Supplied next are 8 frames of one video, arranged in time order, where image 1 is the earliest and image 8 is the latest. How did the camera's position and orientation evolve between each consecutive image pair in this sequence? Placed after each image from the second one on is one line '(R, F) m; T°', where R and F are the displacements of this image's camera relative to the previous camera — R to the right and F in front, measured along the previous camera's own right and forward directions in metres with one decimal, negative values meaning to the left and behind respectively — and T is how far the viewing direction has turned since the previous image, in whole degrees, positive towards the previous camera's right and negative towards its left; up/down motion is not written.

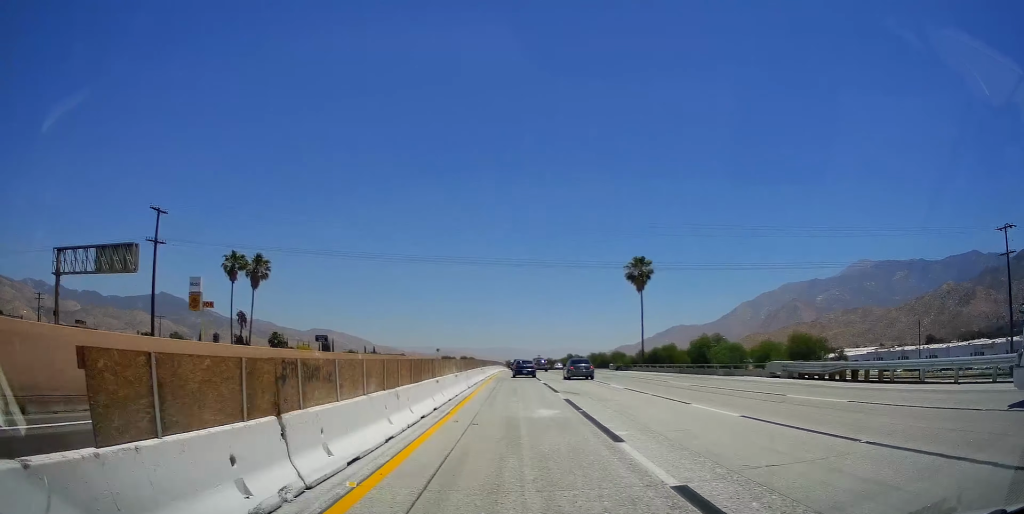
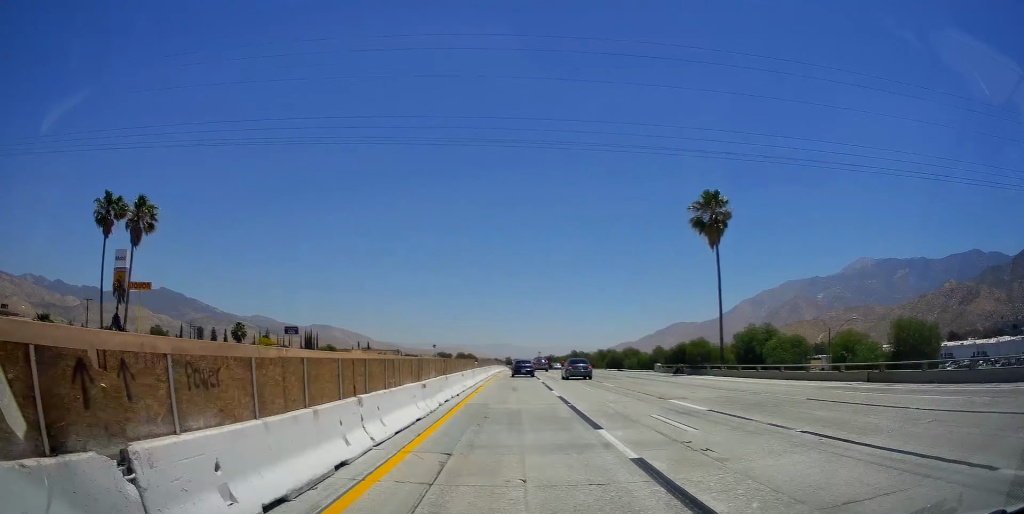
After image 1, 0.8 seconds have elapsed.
(0.0, +26.0) m; 0°
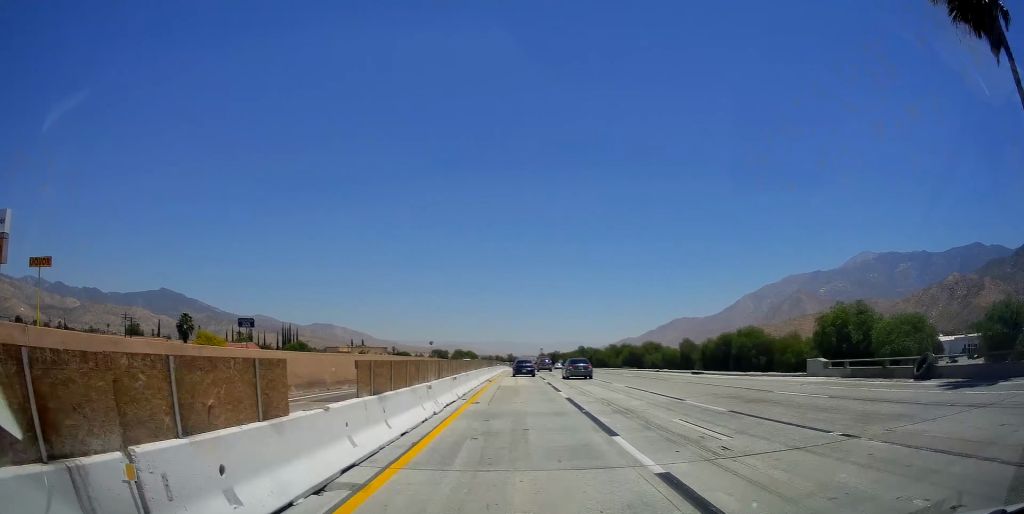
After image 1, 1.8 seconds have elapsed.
(0.0, +29.1) m; 0°
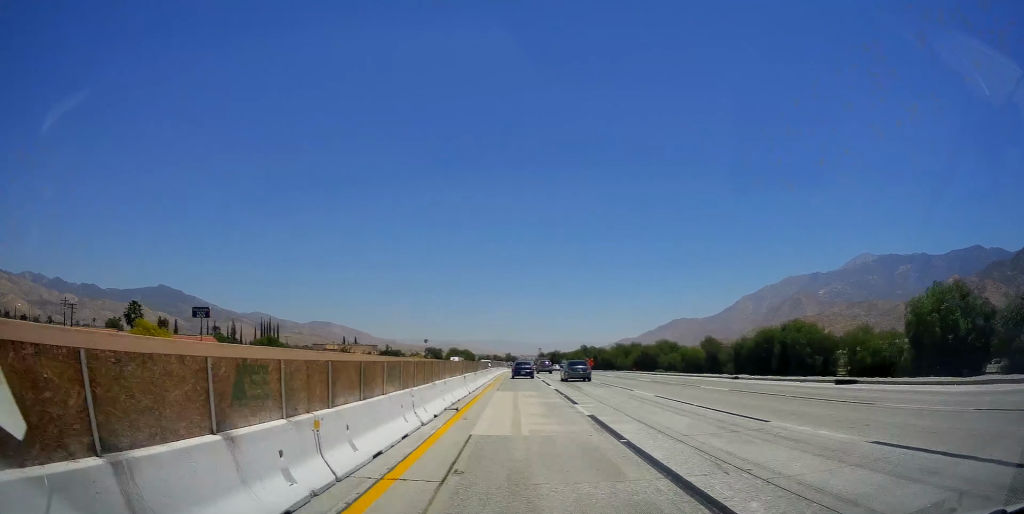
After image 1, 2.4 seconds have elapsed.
(0.0, +20.9) m; 0°
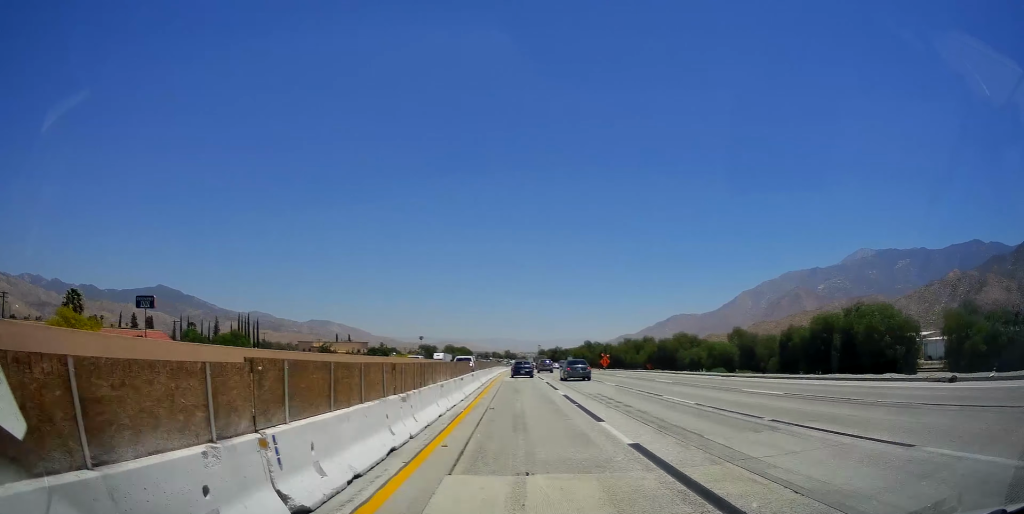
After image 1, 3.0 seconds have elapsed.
(0.0, +21.6) m; 0°
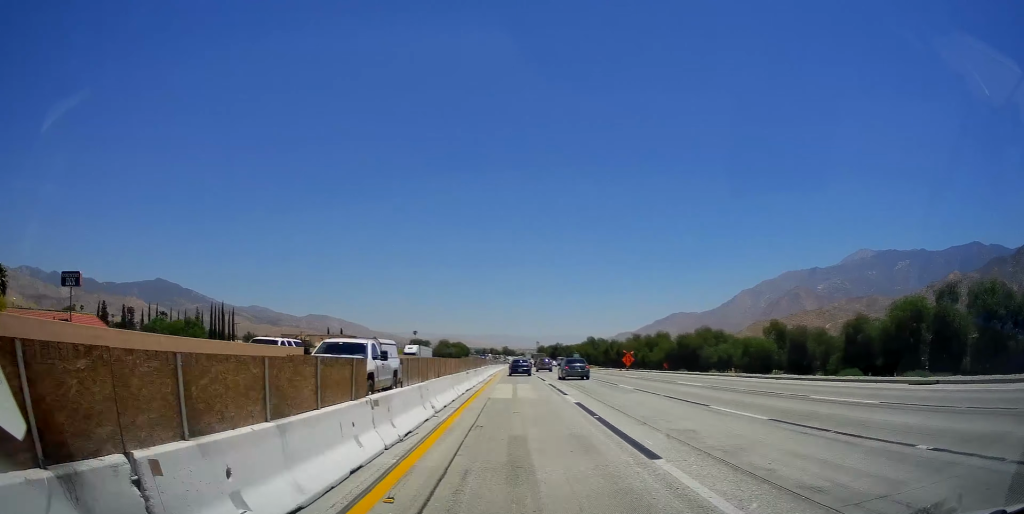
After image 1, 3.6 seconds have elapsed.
(0.0, +19.6) m; 0°
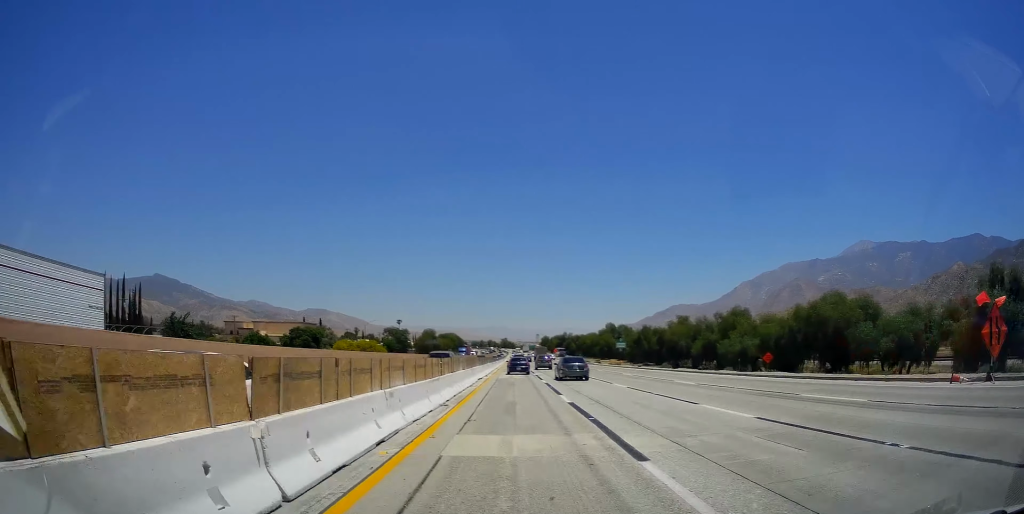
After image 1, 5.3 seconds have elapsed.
(-0.1, +57.3) m; -1°
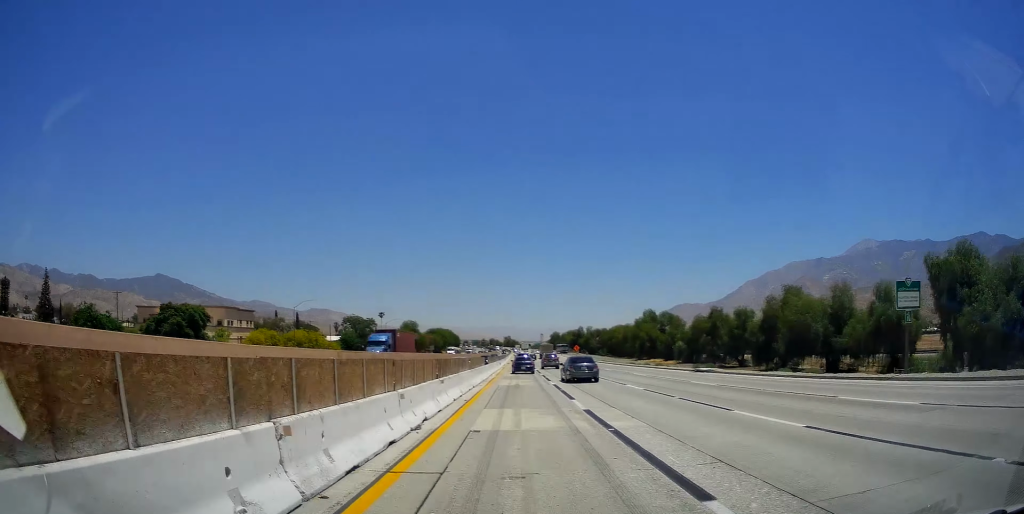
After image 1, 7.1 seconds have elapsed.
(-0.5, +59.6) m; 0°
